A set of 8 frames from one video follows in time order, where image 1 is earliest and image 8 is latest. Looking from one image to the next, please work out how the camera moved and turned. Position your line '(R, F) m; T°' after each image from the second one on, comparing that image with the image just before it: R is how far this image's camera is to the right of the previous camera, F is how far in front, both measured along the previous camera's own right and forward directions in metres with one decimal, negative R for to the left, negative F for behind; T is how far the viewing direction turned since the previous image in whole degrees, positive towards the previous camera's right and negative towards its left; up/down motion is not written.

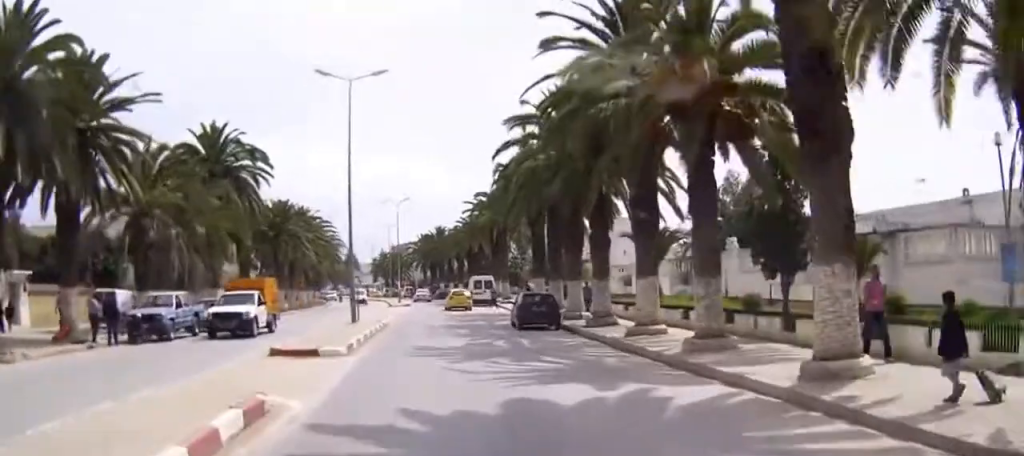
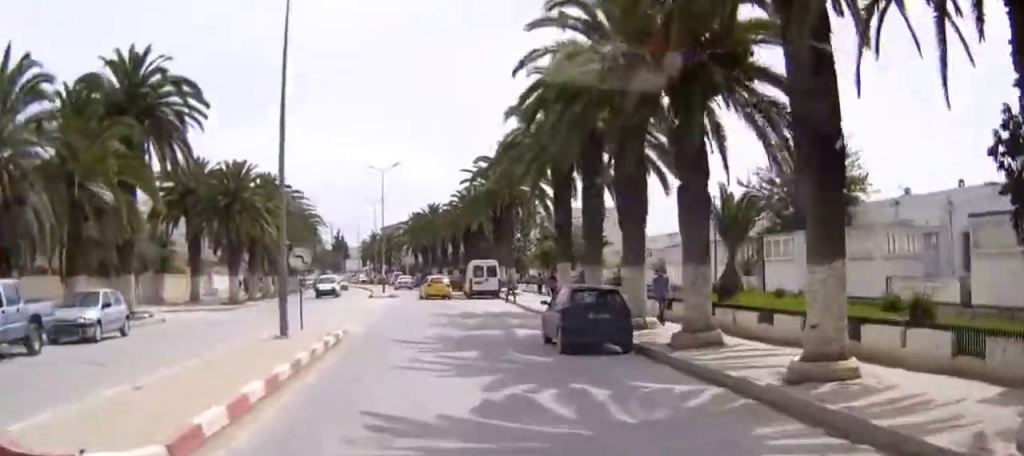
(-0.1, +12.0) m; -1°
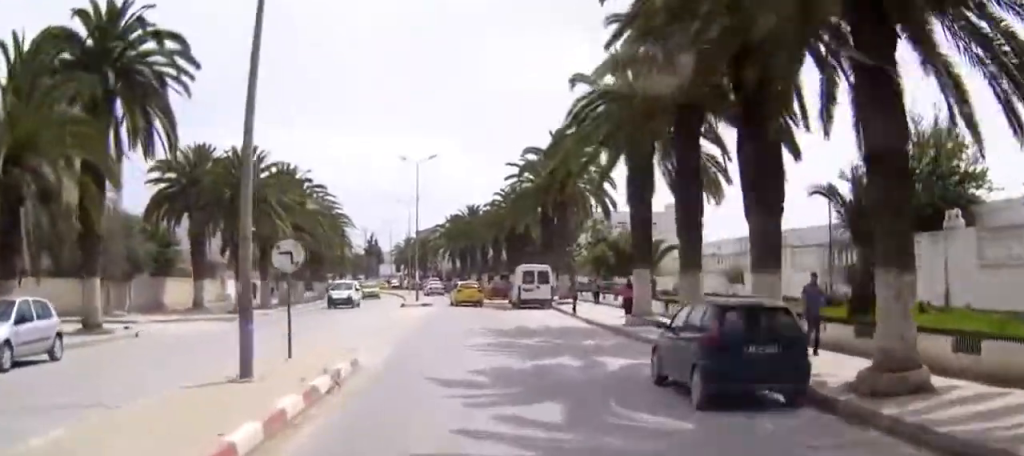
(0.0, +6.9) m; 0°
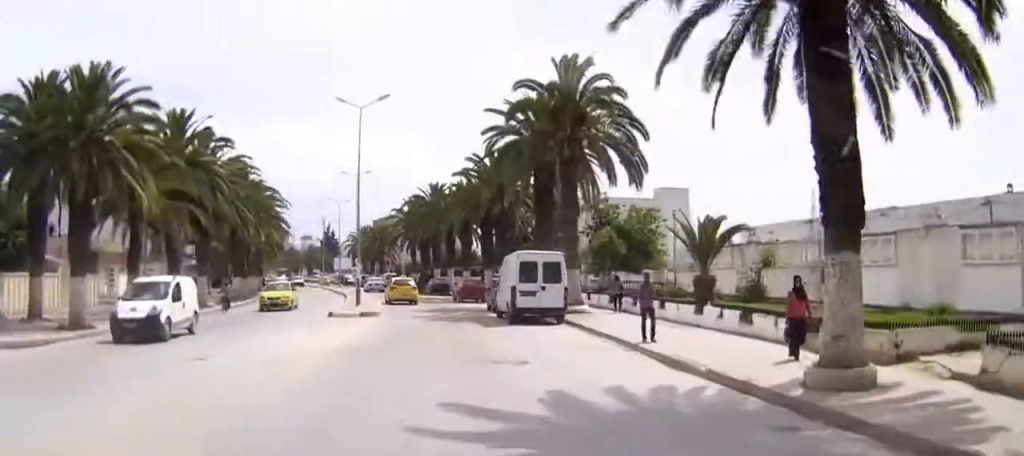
(0.0, +17.3) m; 0°
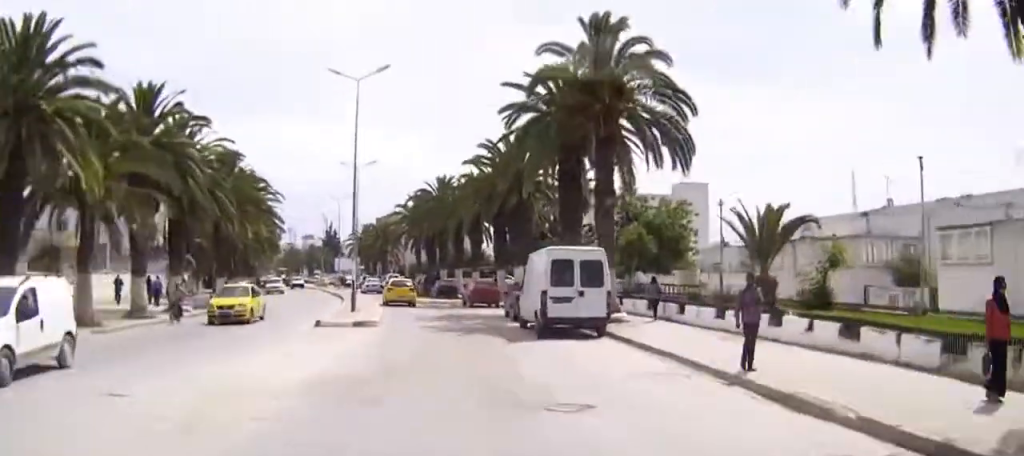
(-0.1, +5.5) m; 0°
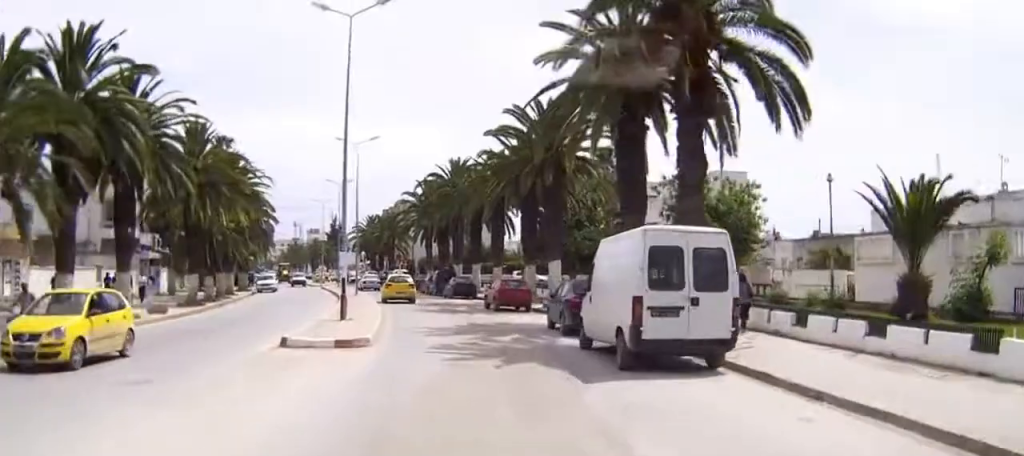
(+0.1, +8.3) m; +1°
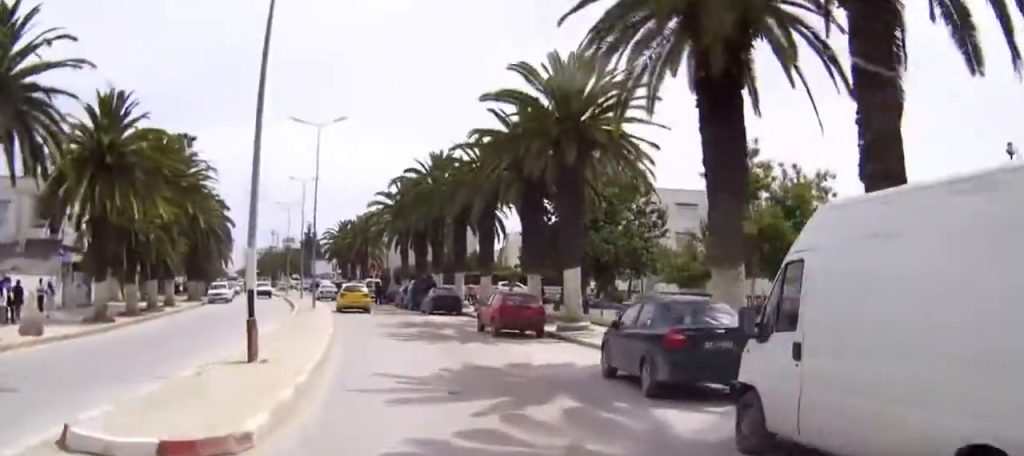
(+0.1, +11.1) m; -2°
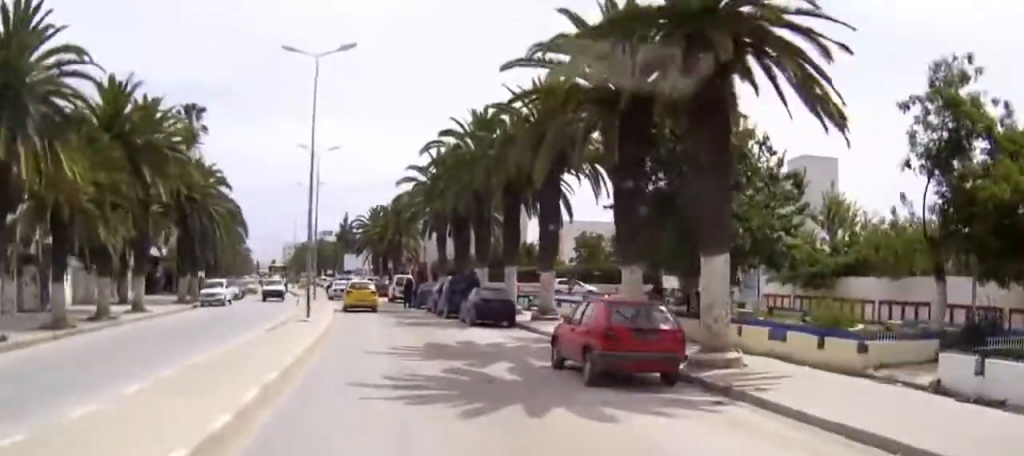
(-0.5, +11.6) m; -4°
